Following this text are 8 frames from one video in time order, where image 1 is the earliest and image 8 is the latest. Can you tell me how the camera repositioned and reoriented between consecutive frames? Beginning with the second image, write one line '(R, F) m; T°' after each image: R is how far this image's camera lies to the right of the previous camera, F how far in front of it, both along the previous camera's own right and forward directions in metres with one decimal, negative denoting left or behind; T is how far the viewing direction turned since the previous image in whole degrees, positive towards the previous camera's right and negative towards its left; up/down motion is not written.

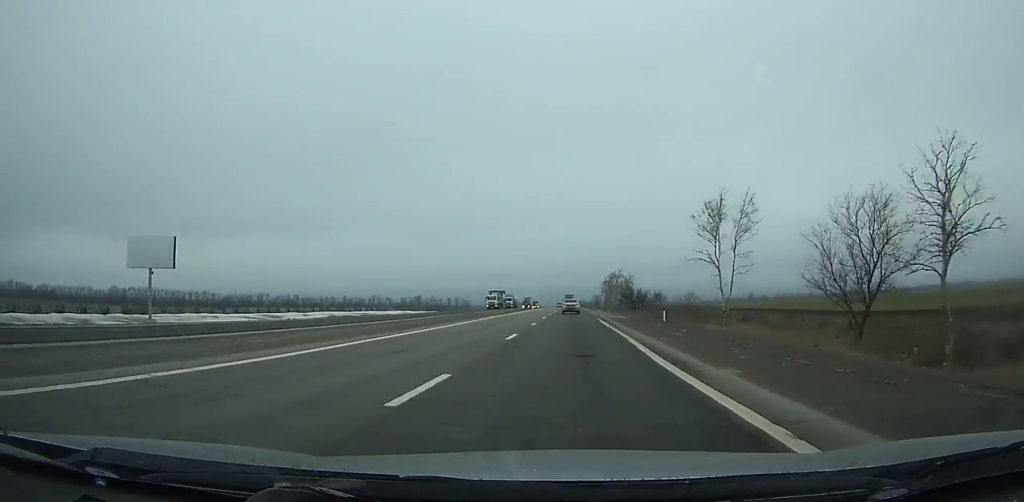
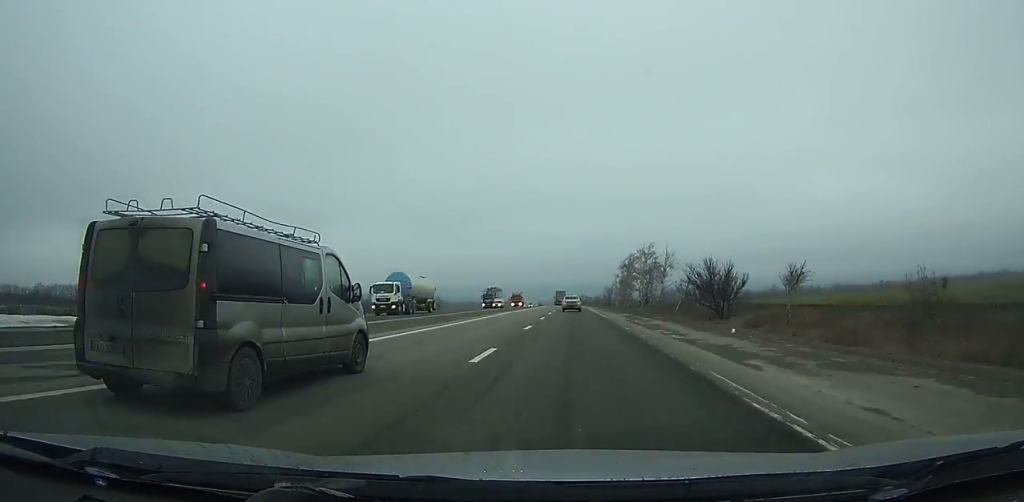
(0.0, +65.7) m; 0°
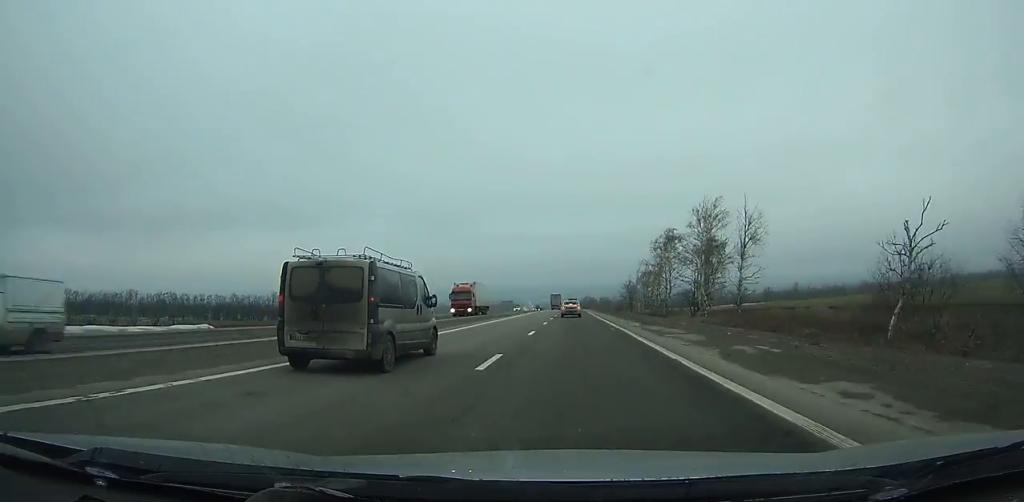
(0.0, +47.0) m; 0°
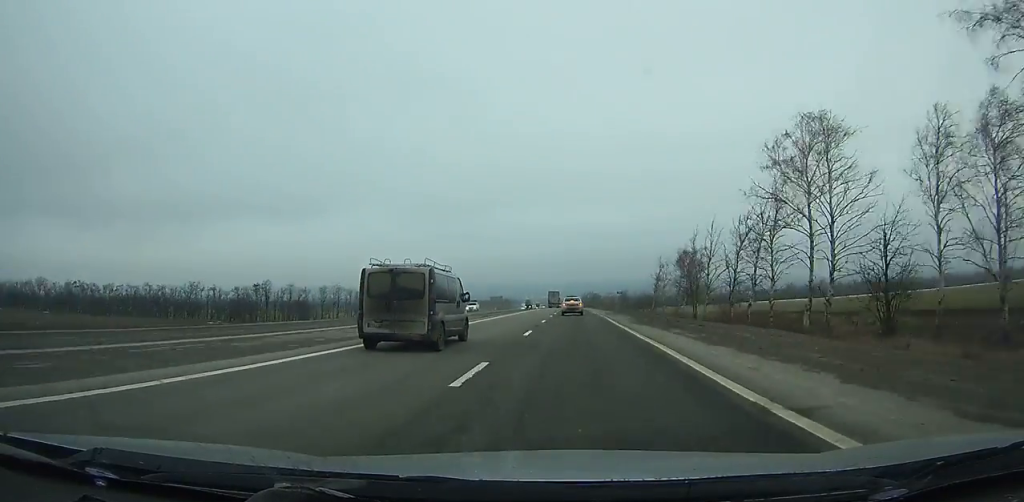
(0.0, +49.1) m; 0°
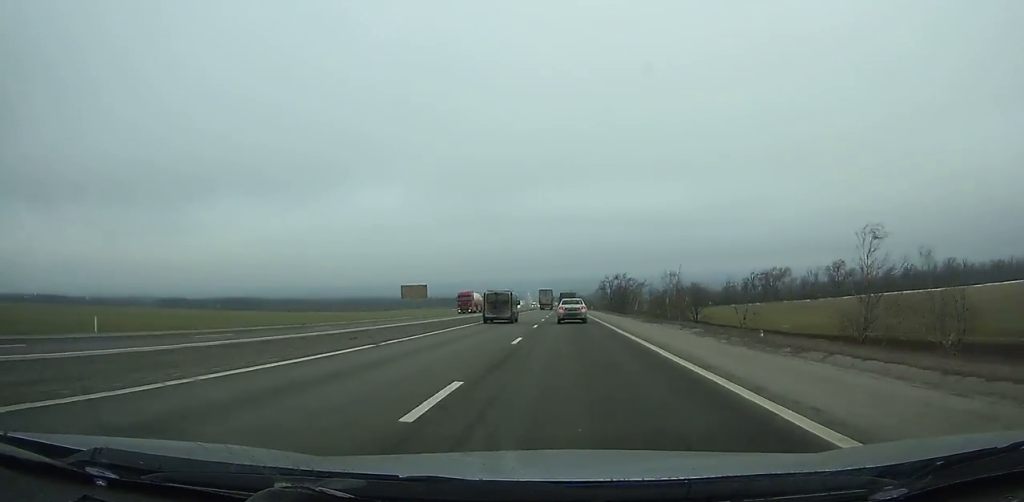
(-1.1, +154.4) m; -1°
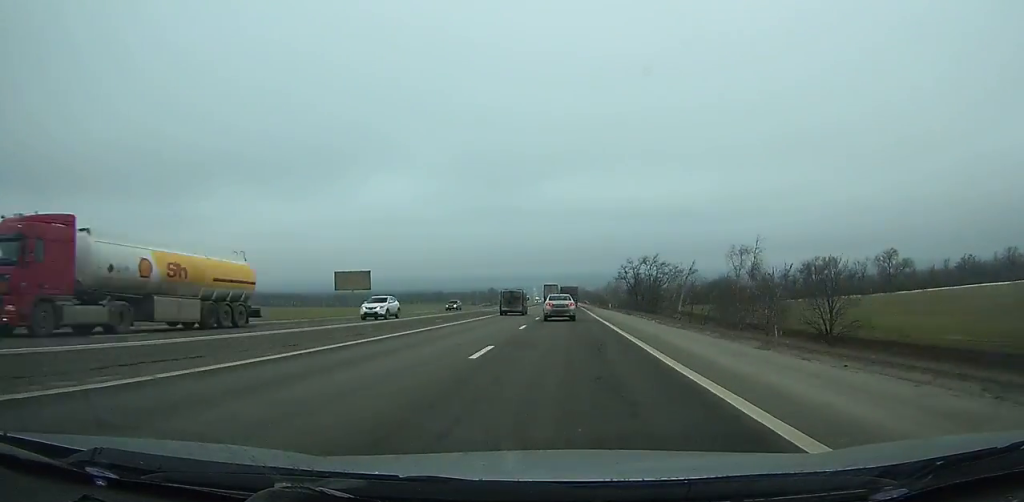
(0.0, +40.3) m; 0°
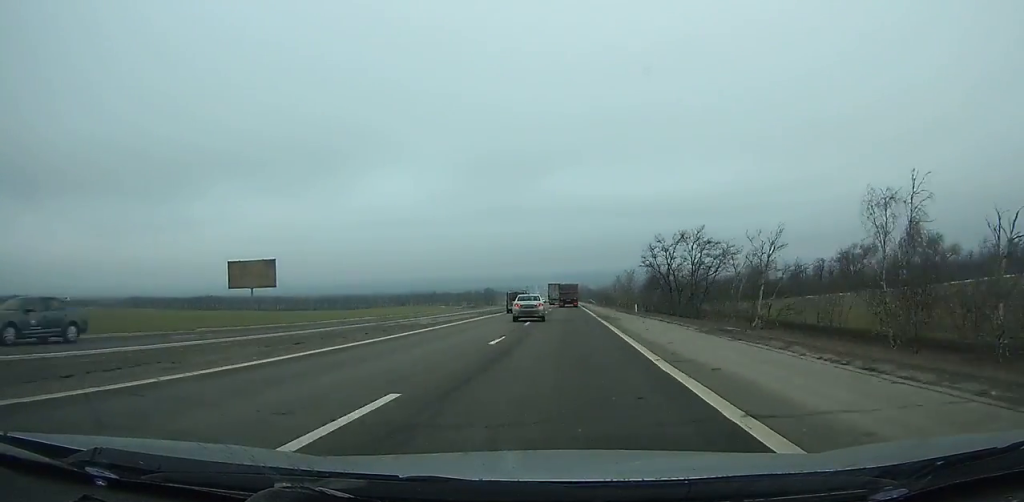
(+0.2, +30.8) m; 0°
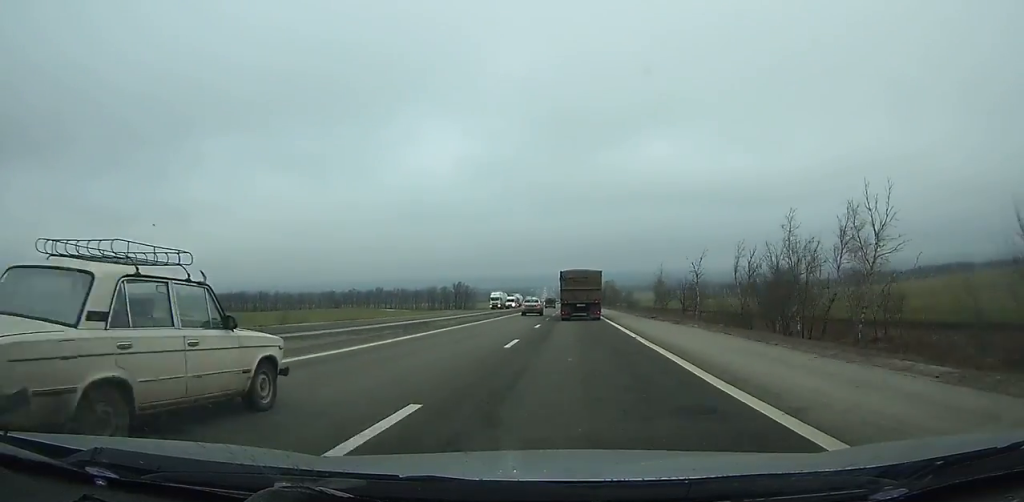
(-2.0, +155.4) m; -2°
